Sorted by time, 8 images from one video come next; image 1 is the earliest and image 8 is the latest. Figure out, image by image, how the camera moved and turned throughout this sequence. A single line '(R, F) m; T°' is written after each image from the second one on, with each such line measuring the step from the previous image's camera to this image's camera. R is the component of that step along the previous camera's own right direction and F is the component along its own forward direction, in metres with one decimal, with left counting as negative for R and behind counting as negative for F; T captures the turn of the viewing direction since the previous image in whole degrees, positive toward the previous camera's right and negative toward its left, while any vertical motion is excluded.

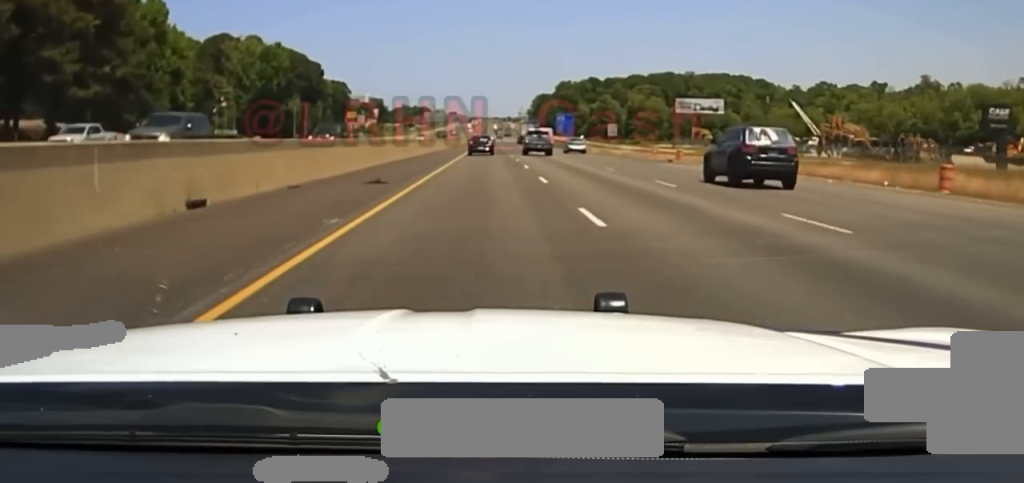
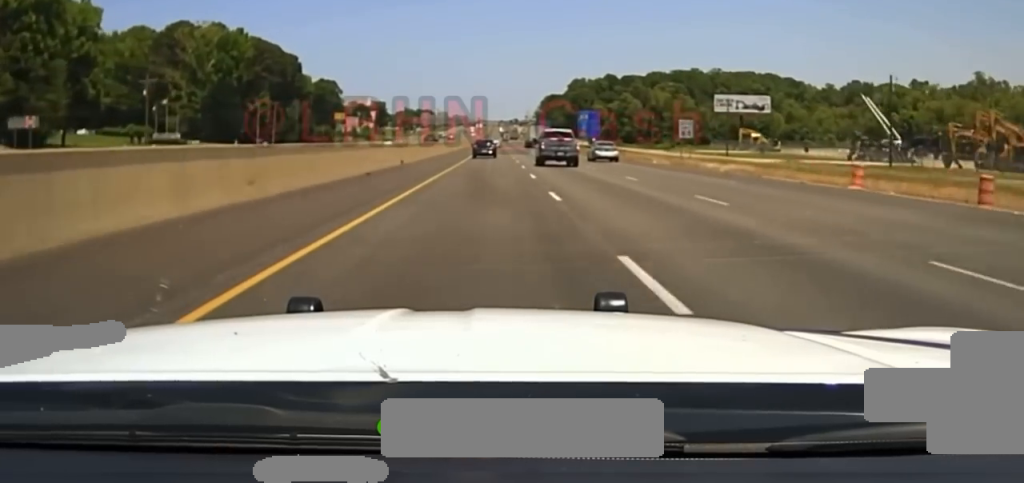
(-0.2, +45.7) m; 0°
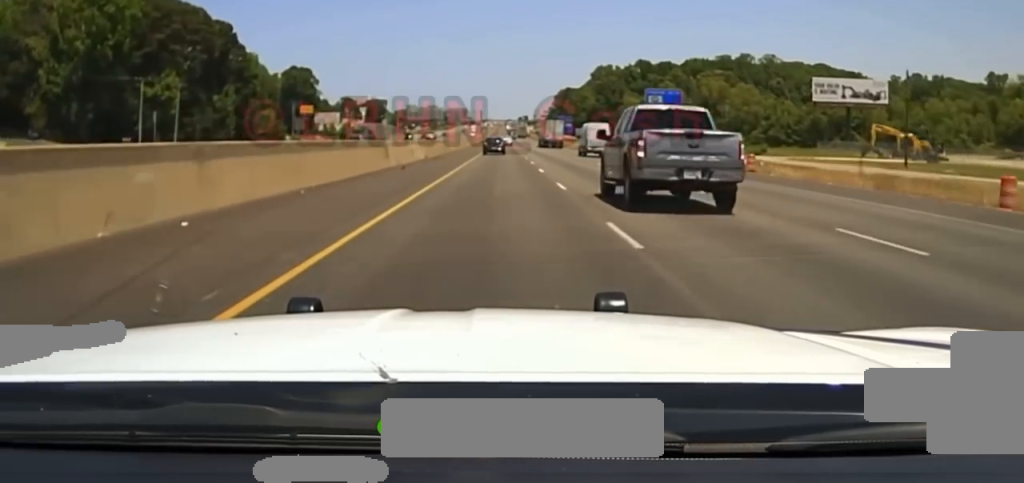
(-0.1, +71.2) m; 0°
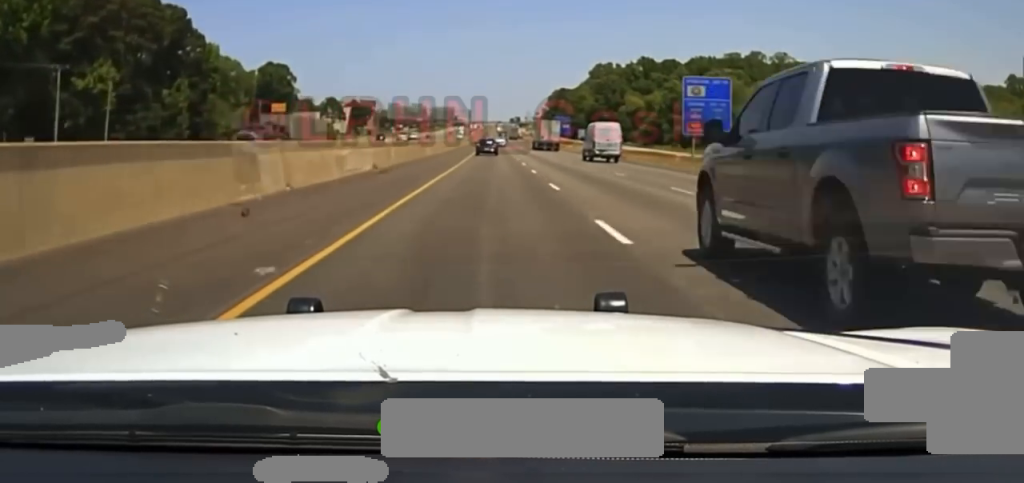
(-0.1, +23.8) m; 0°
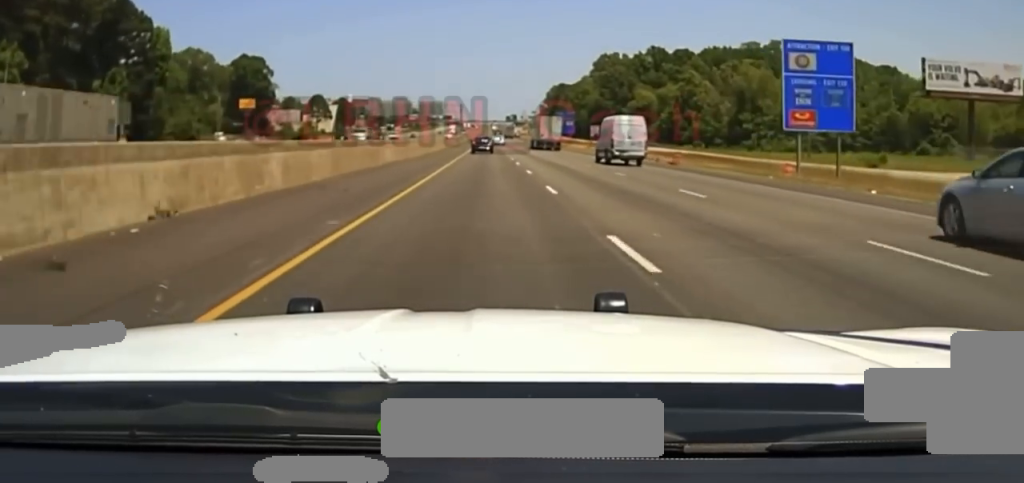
(+0.1, +27.5) m; 0°
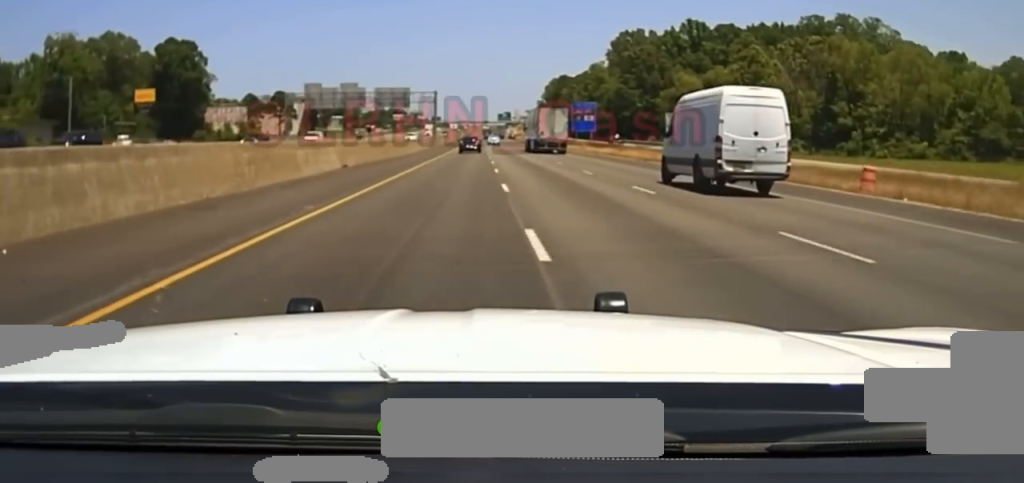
(+0.1, +64.1) m; 0°
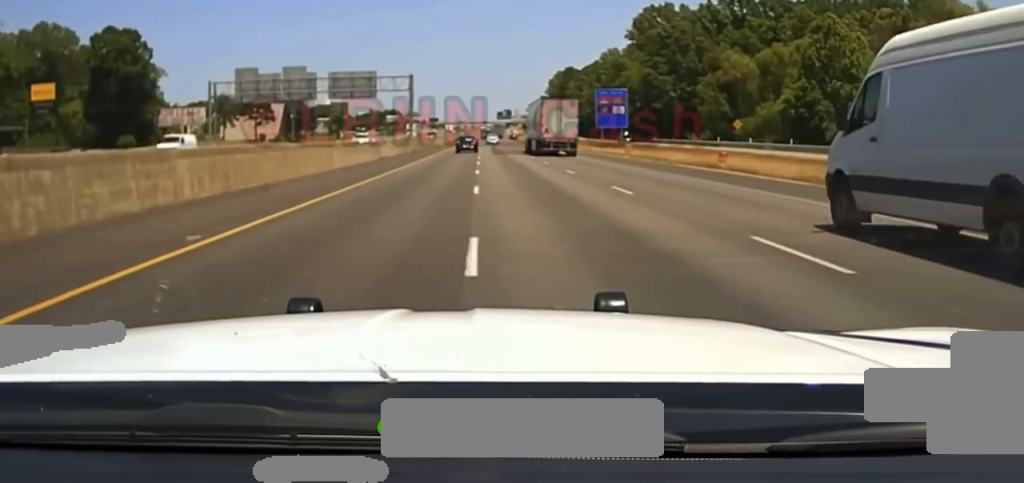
(+0.2, +41.3) m; 0°
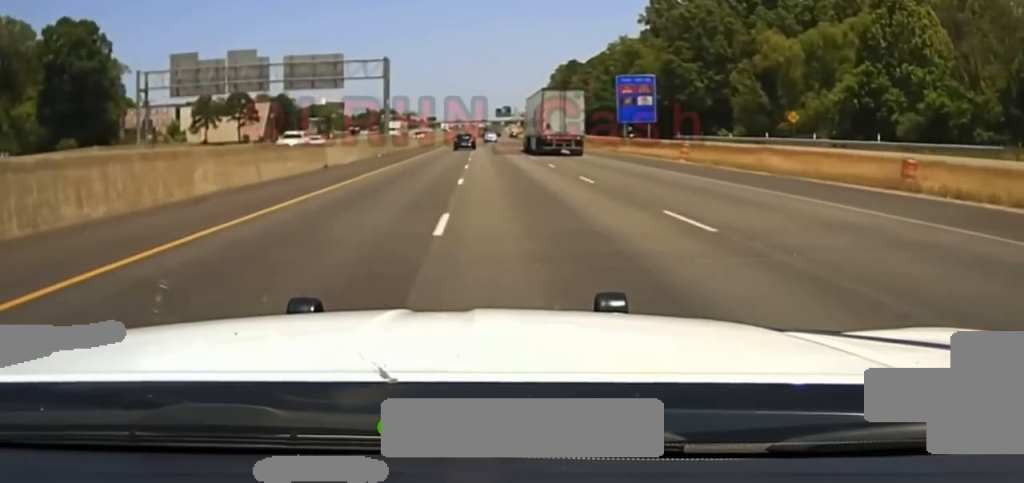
(+0.1, +23.9) m; 0°
